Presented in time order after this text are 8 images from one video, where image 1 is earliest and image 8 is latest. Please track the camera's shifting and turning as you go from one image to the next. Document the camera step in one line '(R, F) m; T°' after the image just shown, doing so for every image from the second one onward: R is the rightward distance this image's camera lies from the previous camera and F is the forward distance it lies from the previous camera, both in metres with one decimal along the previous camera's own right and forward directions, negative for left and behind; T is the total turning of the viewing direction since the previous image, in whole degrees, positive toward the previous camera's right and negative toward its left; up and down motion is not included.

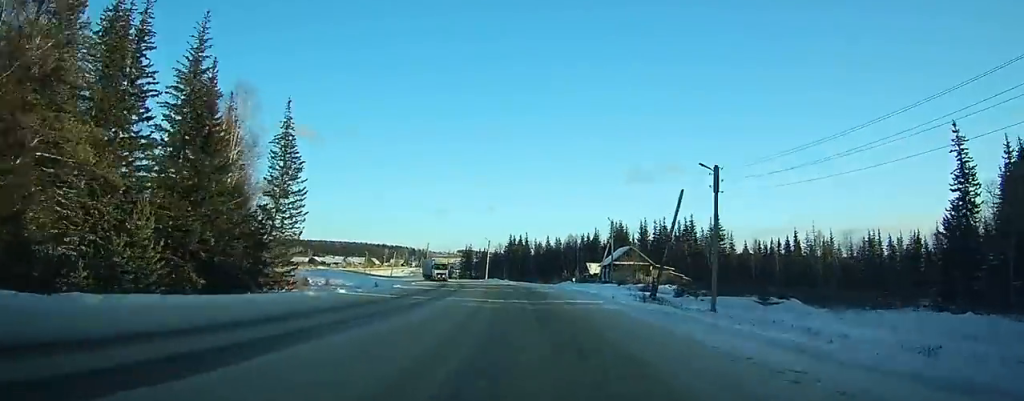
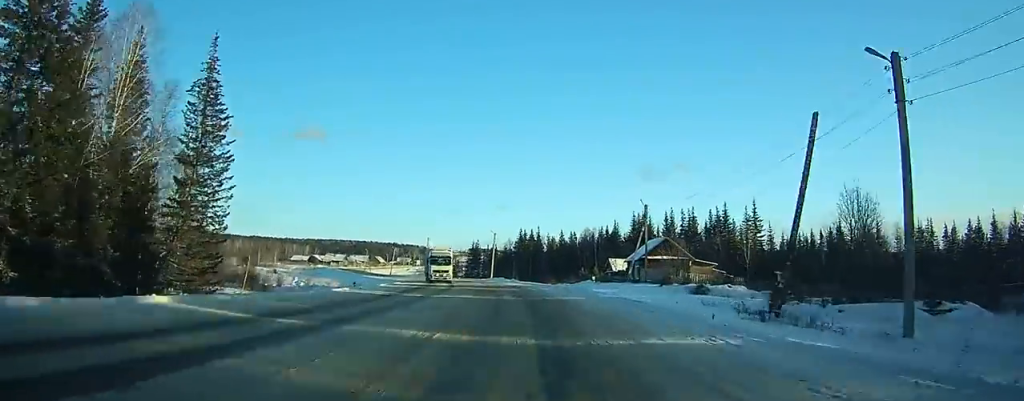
(-0.2, +16.5) m; -1°
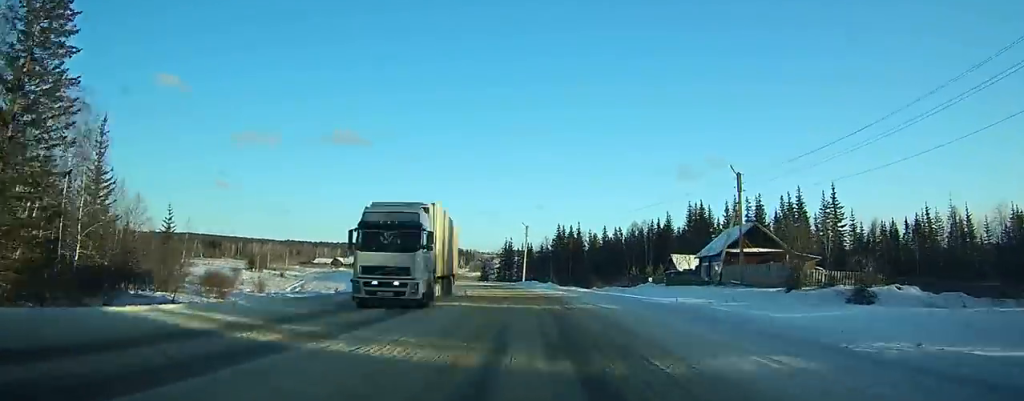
(-0.1, +21.0) m; -2°
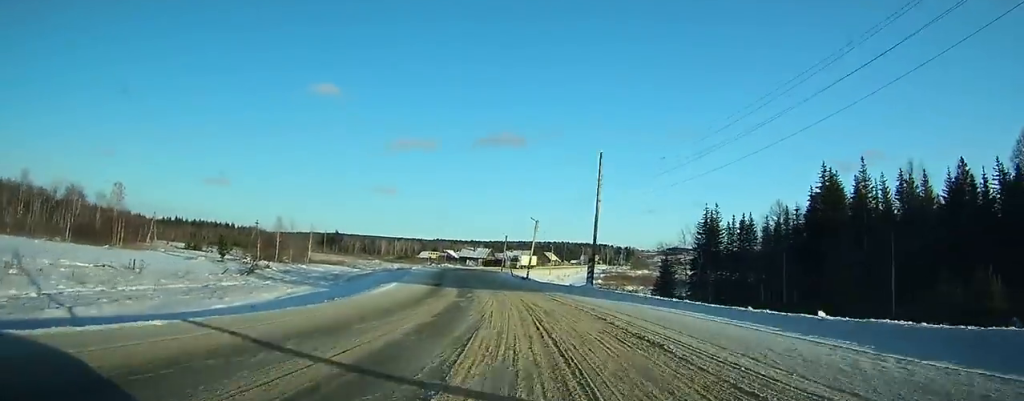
(-11.2, +83.2) m; -16°
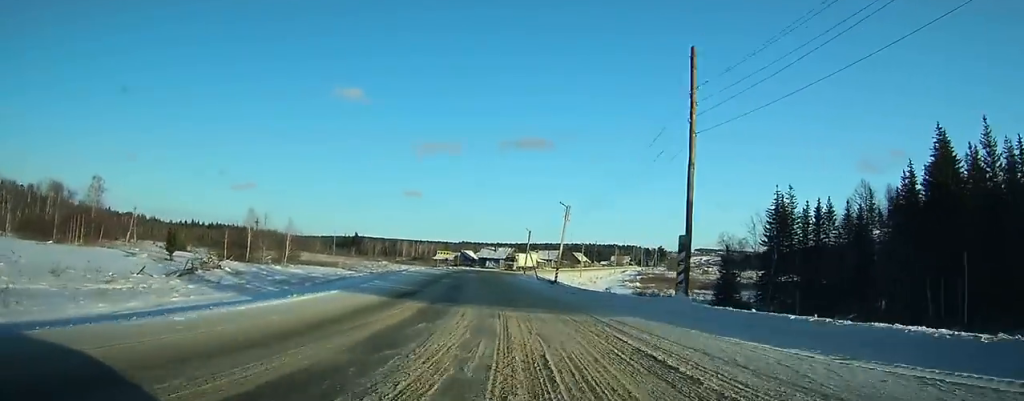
(-0.6, +19.3) m; -3°
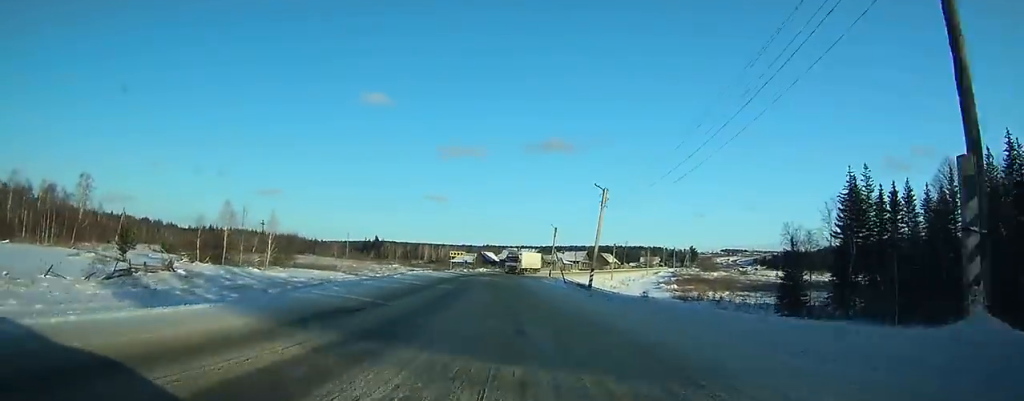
(-0.3, +13.1) m; -2°
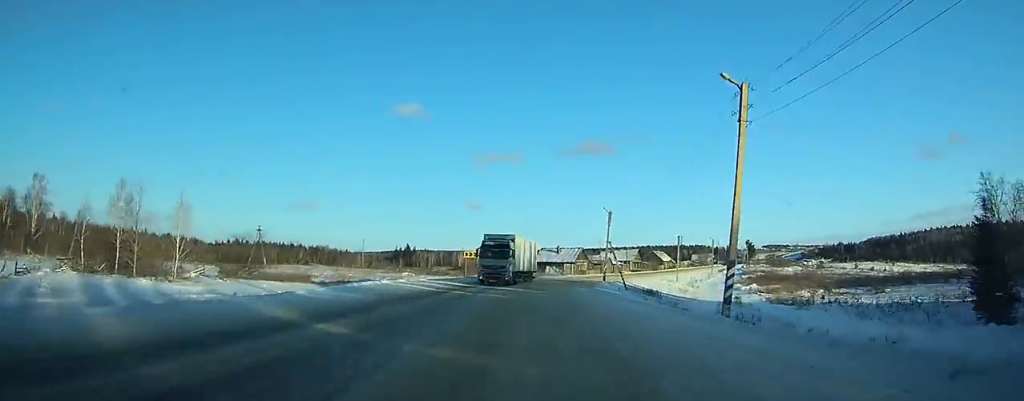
(-0.6, +25.3) m; -2°
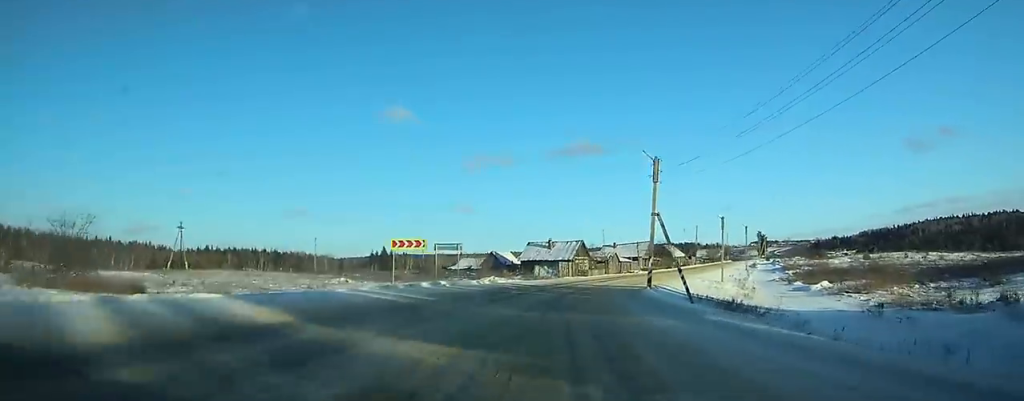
(-0.5, +30.1) m; +1°
